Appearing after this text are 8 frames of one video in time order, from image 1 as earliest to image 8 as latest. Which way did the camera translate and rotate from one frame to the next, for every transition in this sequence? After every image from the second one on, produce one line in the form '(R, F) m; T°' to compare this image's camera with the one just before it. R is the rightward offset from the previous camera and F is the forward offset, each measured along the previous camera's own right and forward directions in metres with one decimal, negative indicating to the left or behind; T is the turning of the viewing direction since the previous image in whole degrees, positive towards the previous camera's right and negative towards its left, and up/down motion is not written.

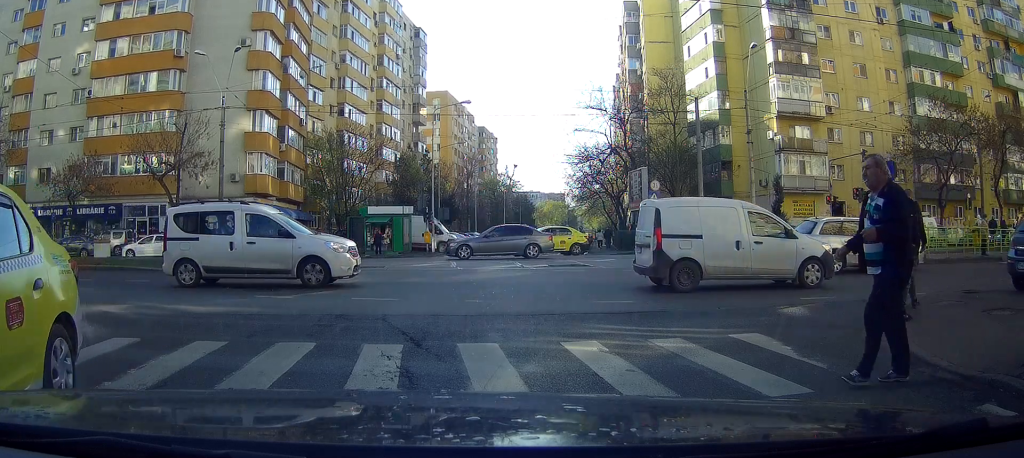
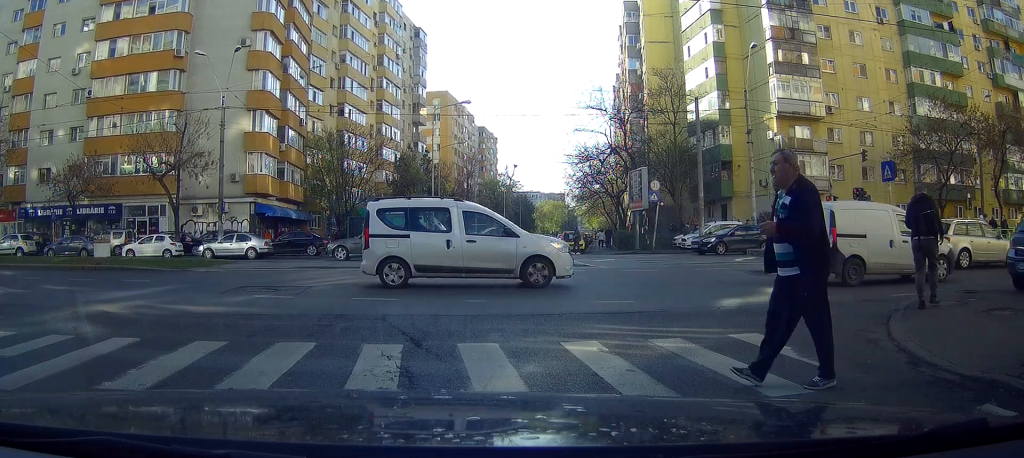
(0.0, 0.0) m; 0°
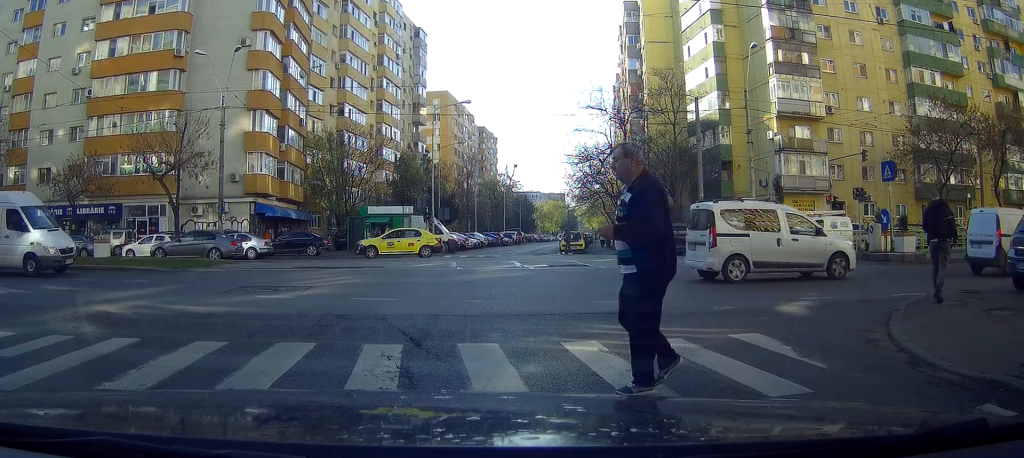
(0.0, 0.0) m; 0°
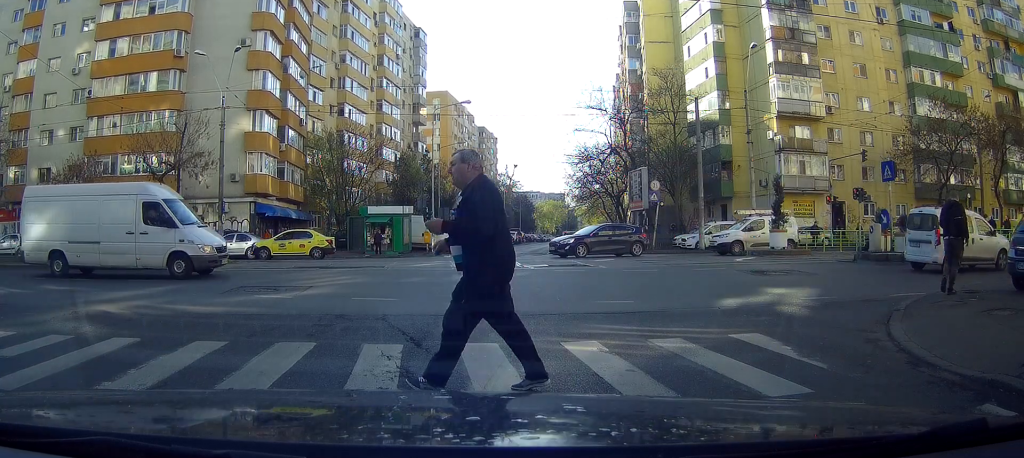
(0.0, 0.0) m; 0°
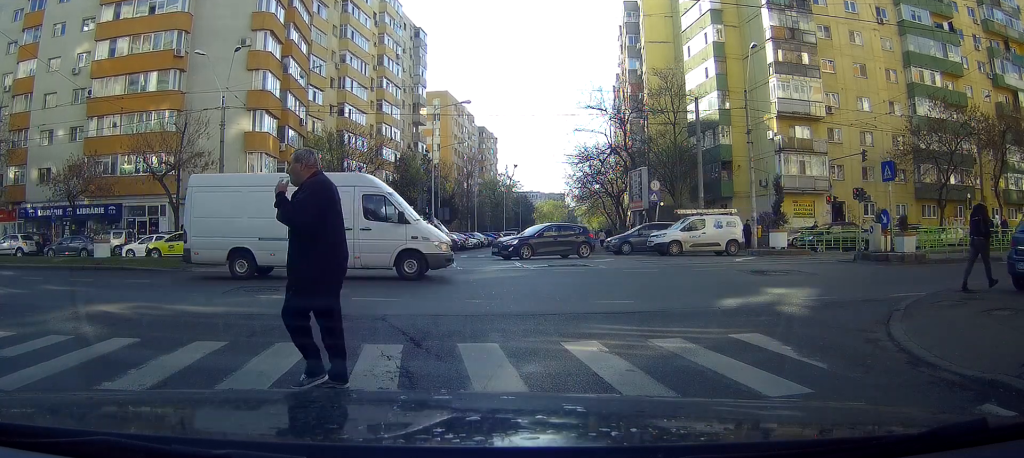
(0.0, 0.0) m; 0°
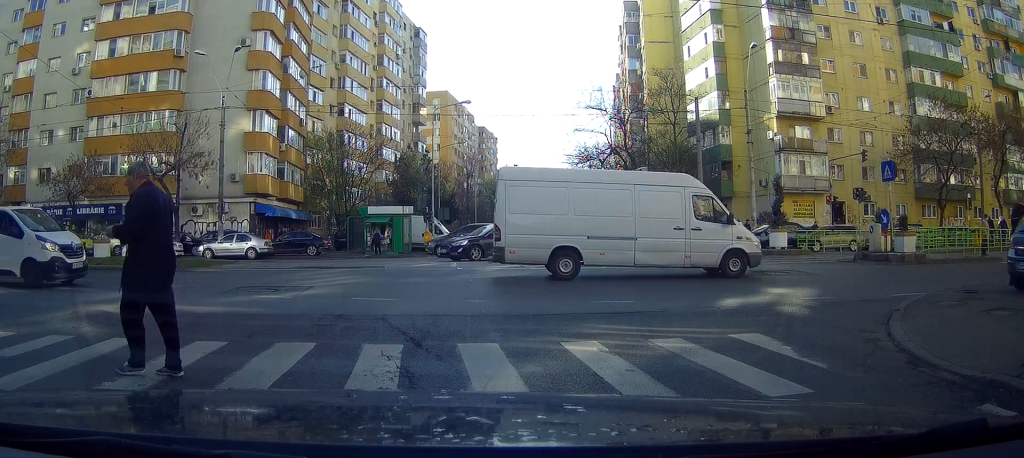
(0.0, 0.0) m; 0°
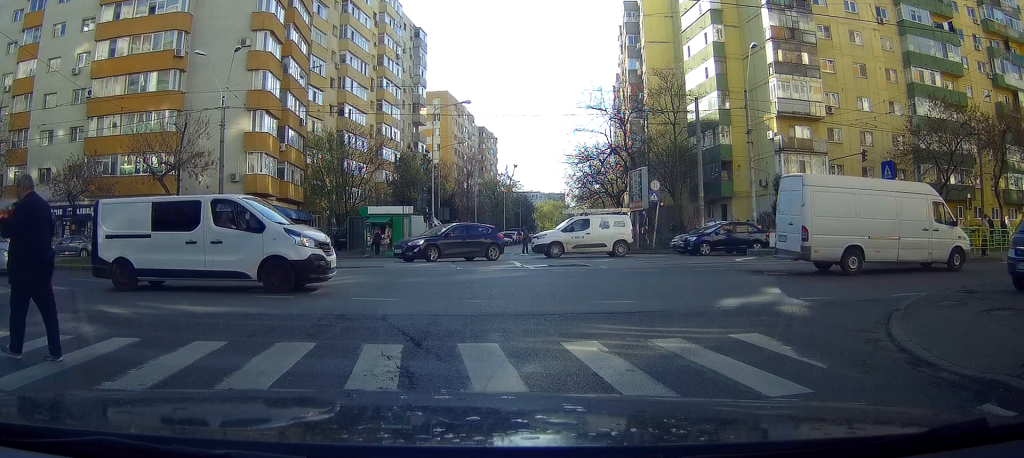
(0.0, 0.0) m; 0°
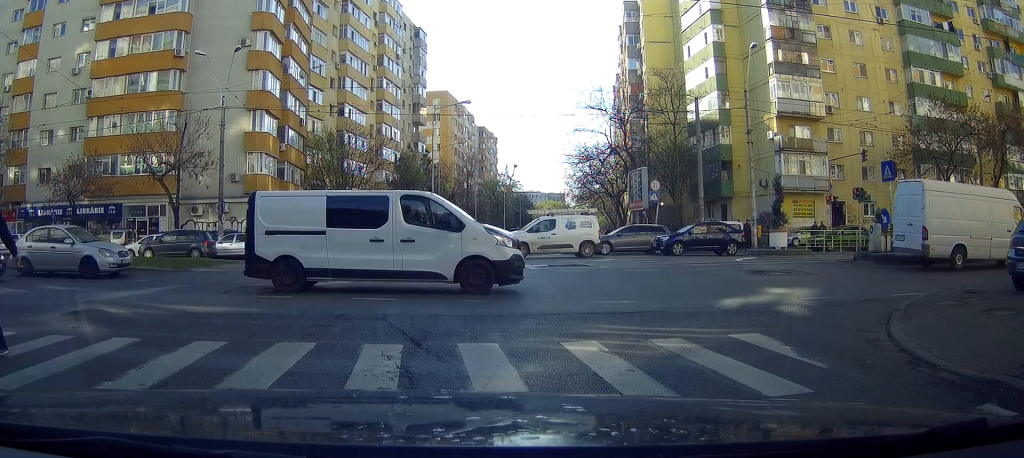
(0.0, 0.0) m; 0°
